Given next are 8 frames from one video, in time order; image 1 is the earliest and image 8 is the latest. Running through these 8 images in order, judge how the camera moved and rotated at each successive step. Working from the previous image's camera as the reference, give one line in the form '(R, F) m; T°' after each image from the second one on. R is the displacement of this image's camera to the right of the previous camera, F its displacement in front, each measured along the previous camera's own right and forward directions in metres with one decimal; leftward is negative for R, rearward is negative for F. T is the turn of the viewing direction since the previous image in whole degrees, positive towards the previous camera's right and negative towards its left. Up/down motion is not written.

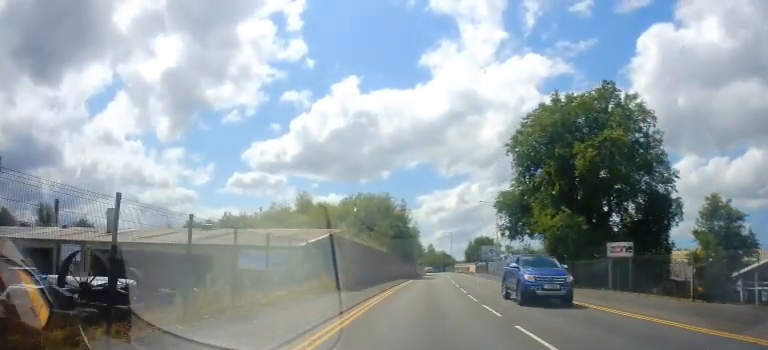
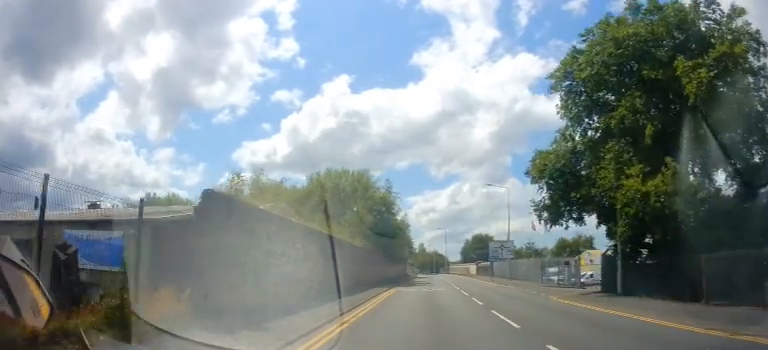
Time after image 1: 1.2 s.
(+0.3, +13.8) m; +1°
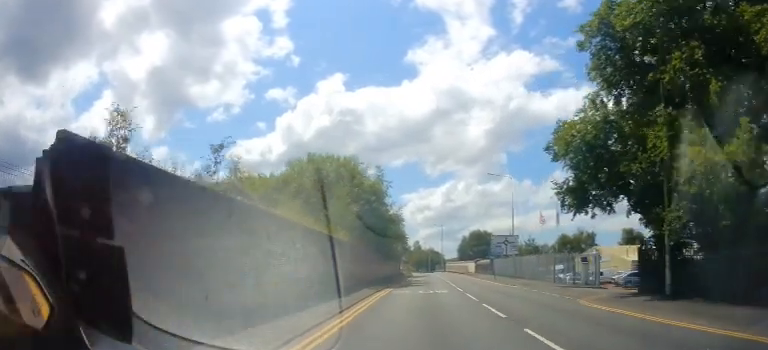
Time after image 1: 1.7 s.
(-0.1, +5.1) m; 0°
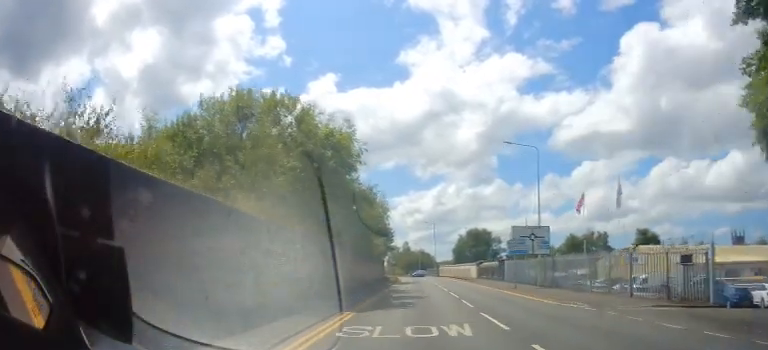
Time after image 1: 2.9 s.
(0.0, +13.3) m; +2°
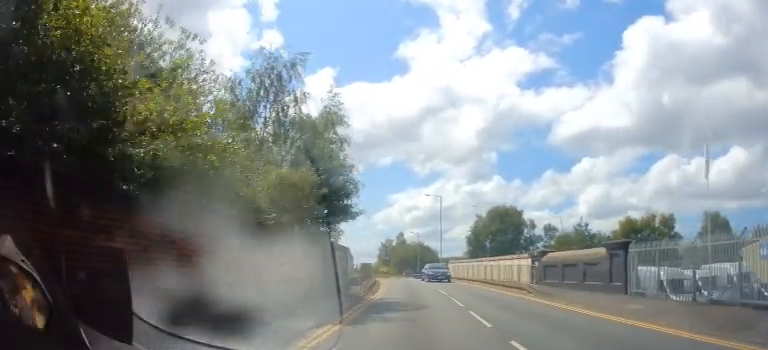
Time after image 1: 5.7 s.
(+0.1, +29.5) m; -1°
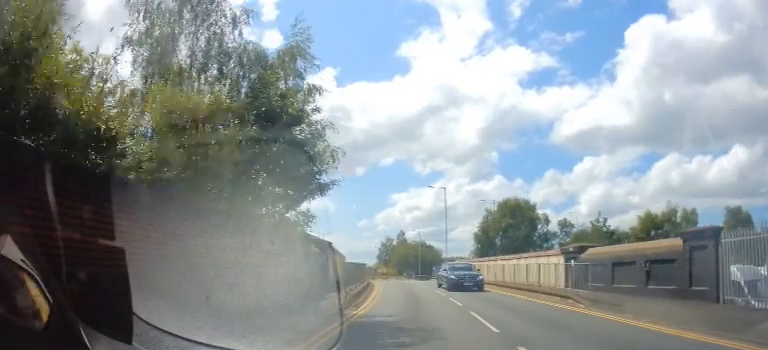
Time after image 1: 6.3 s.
(-0.1, +6.4) m; +2°
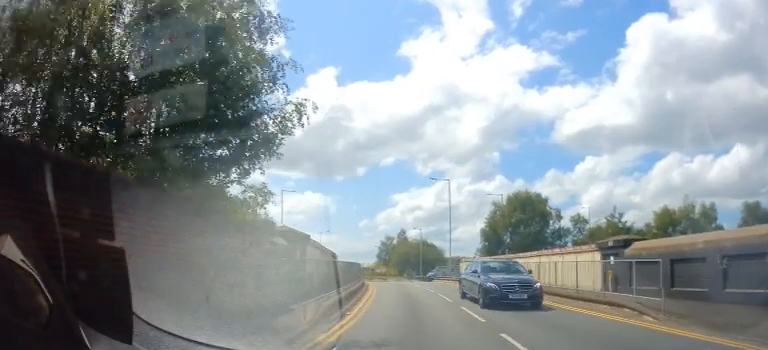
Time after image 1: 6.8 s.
(+0.3, +4.6) m; +1°
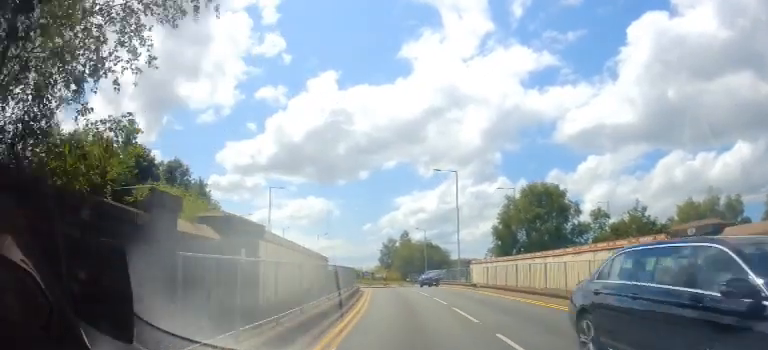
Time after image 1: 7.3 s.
(+0.2, +5.8) m; +1°
